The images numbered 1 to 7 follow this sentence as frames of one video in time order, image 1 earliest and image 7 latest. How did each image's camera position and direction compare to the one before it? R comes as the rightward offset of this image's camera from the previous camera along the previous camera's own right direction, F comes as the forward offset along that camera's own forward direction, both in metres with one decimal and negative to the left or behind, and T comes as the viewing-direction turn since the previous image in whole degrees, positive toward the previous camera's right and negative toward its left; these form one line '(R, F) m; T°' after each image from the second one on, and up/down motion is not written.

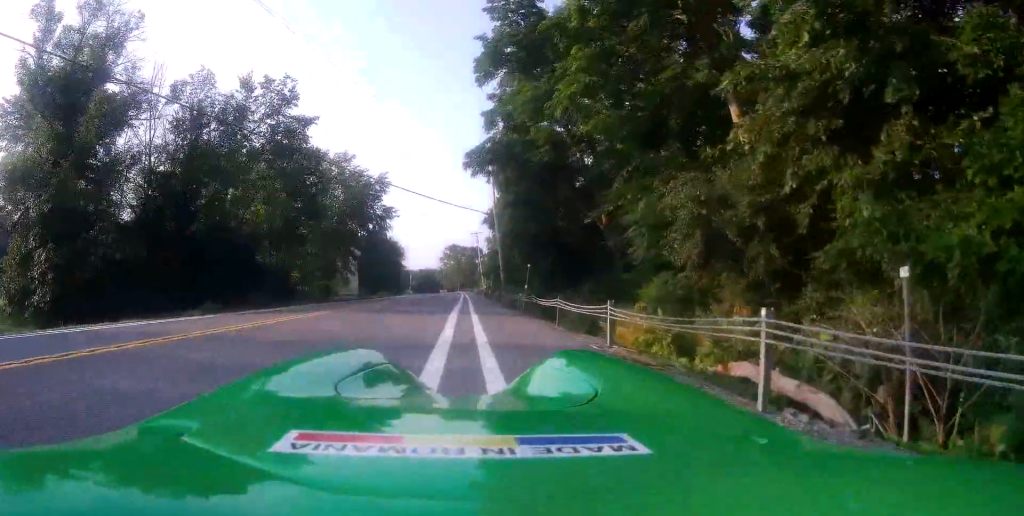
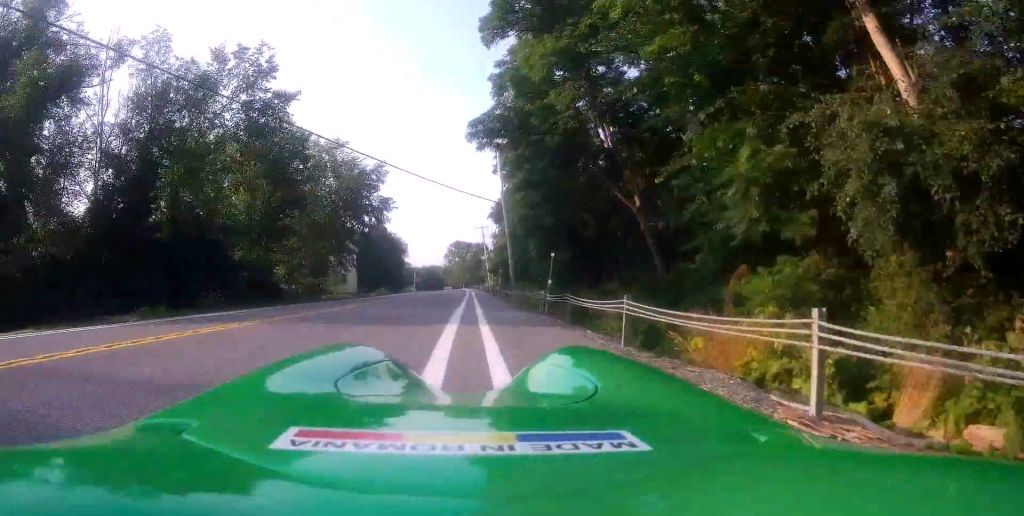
(0.0, +5.3) m; 0°
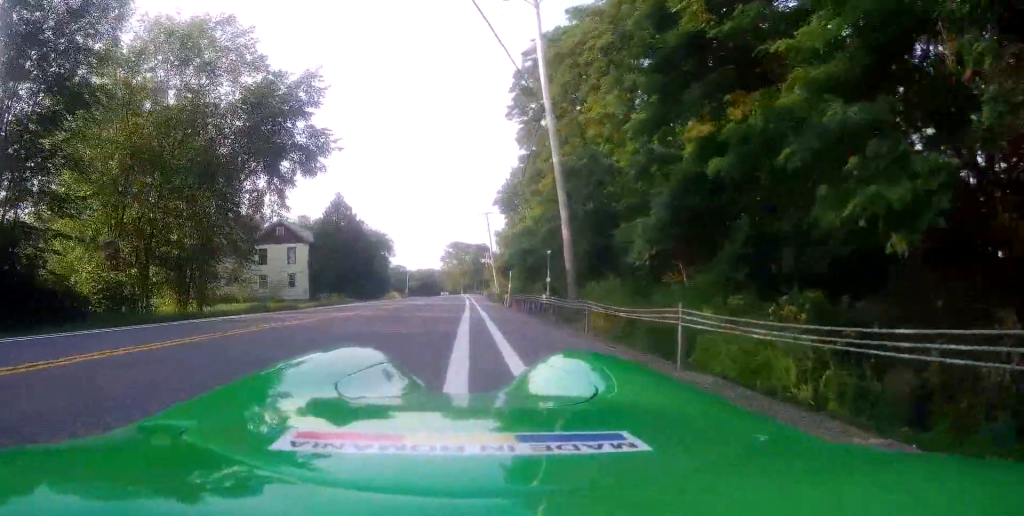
(-1.0, +25.6) m; -4°
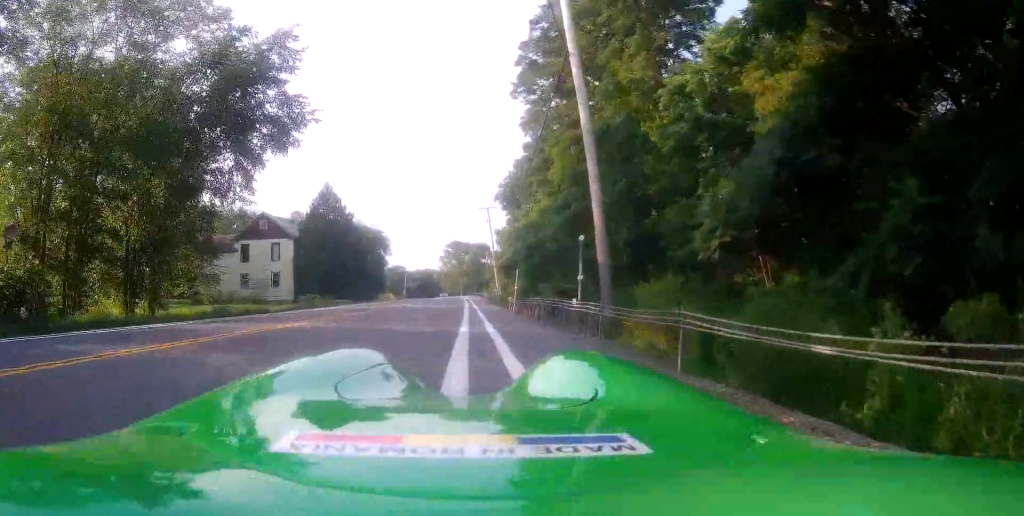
(+0.3, +4.9) m; 0°
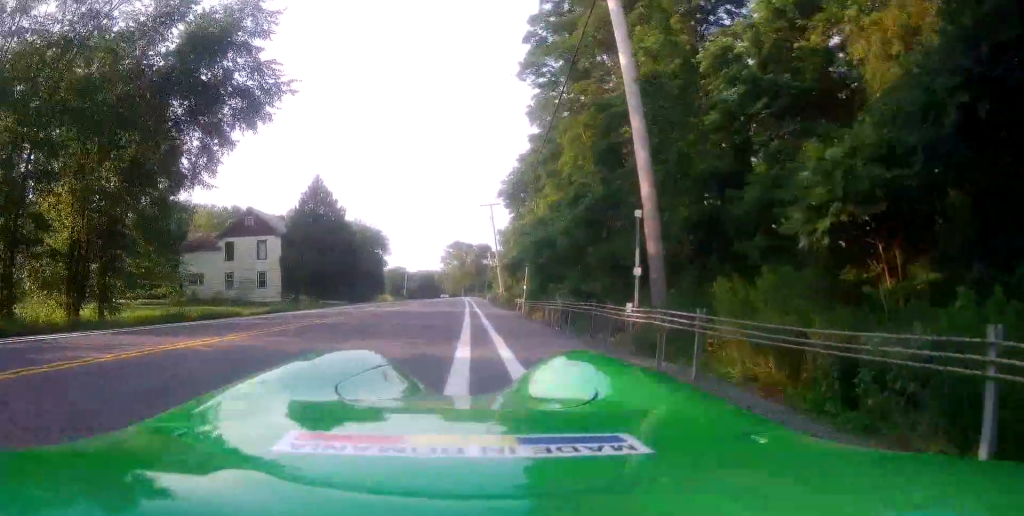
(-0.4, +4.2) m; +1°
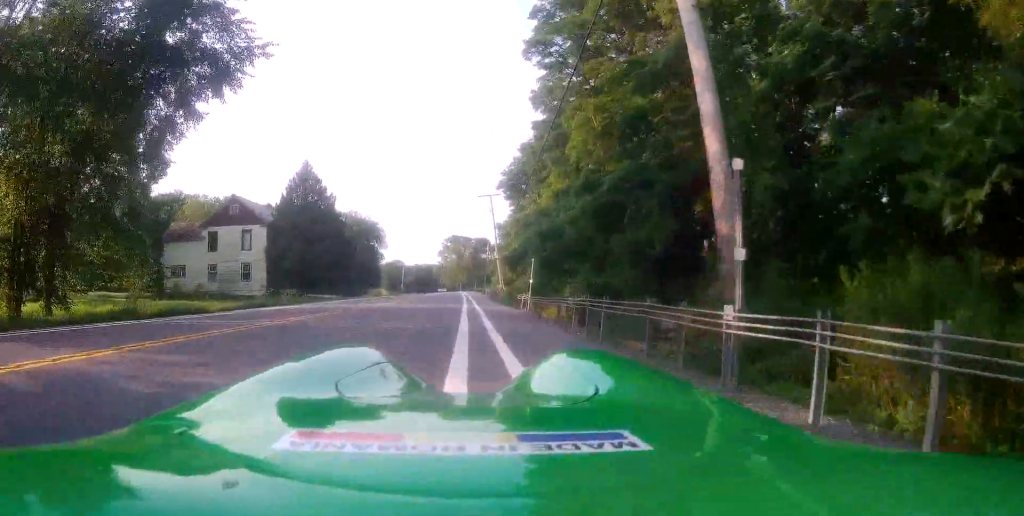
(+0.1, +3.3) m; +1°
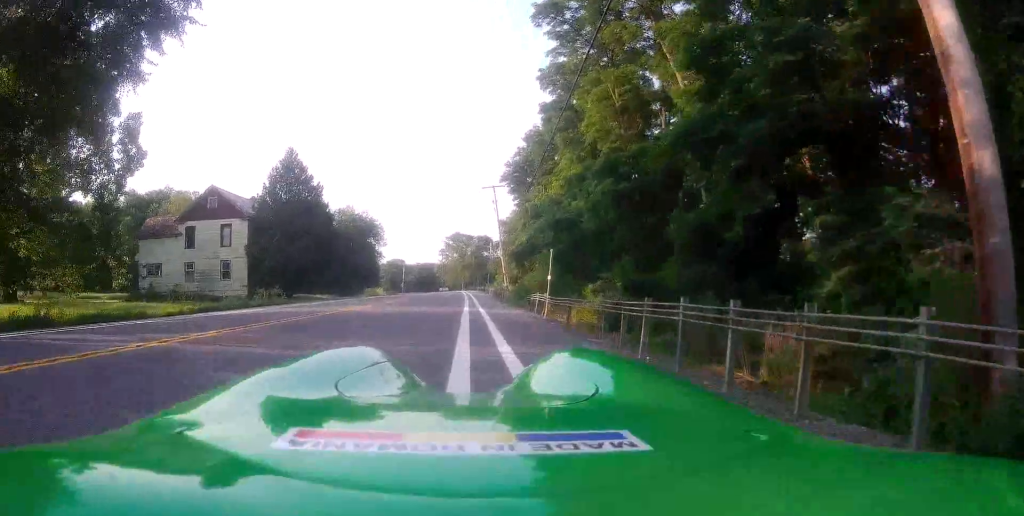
(+0.5, +4.7) m; +2°
